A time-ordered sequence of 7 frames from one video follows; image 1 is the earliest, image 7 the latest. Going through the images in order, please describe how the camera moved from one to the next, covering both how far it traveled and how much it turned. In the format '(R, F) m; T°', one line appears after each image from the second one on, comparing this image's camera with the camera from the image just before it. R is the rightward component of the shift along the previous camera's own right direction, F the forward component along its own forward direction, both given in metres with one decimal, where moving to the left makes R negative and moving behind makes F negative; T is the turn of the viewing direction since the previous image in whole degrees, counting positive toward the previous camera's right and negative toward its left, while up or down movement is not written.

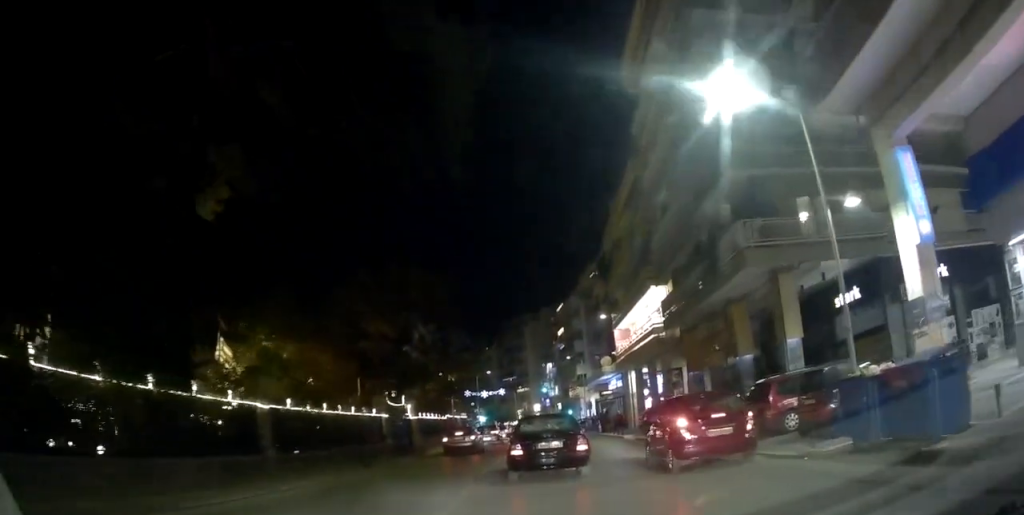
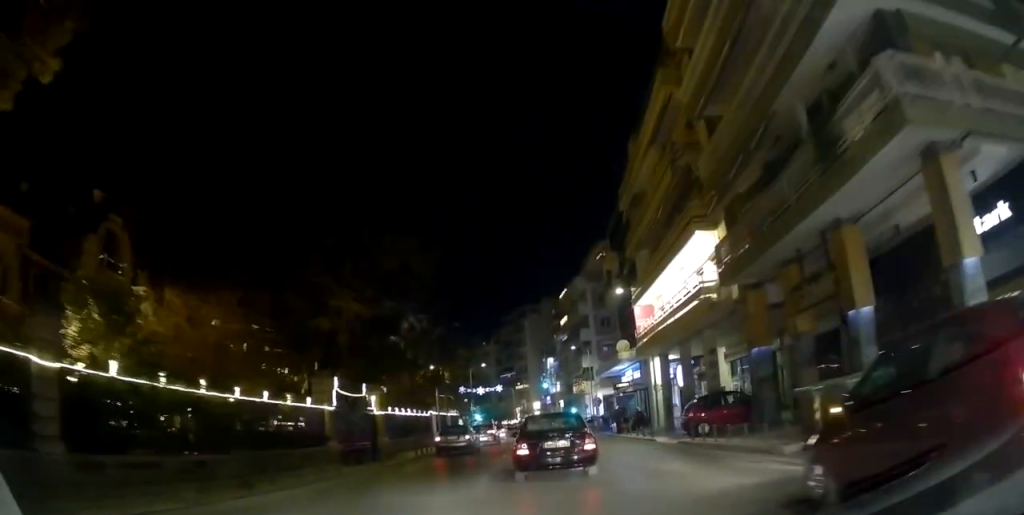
(0.0, +8.0) m; -1°
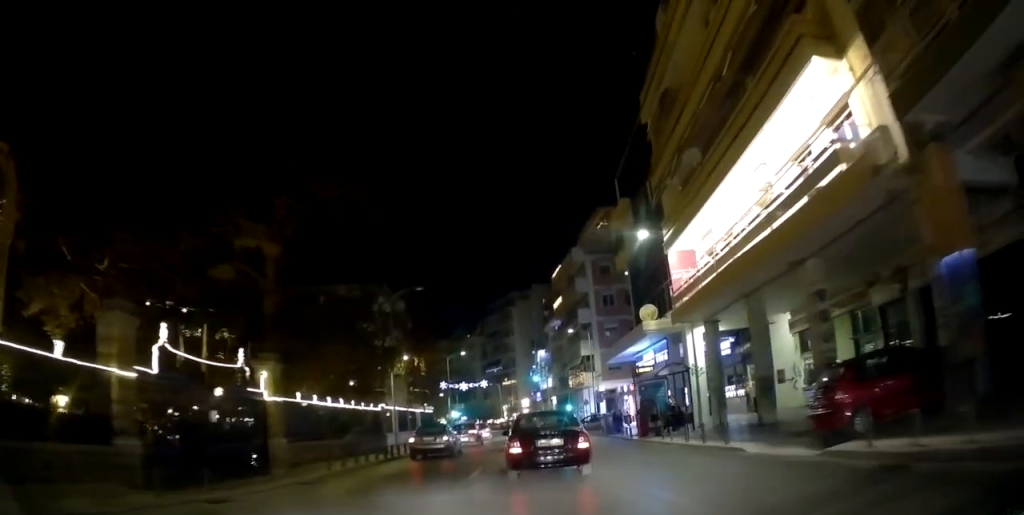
(-0.3, +10.7) m; -1°
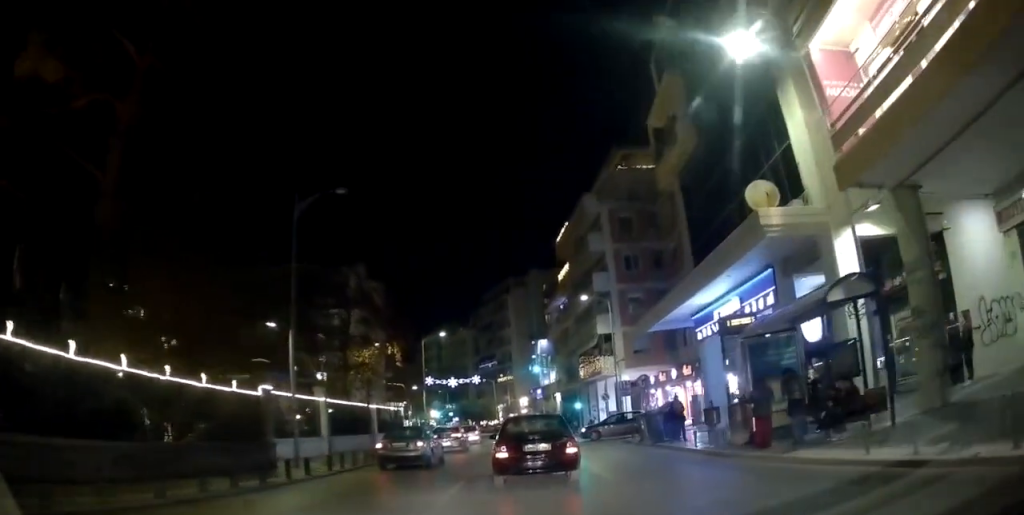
(-0.2, +13.4) m; +2°
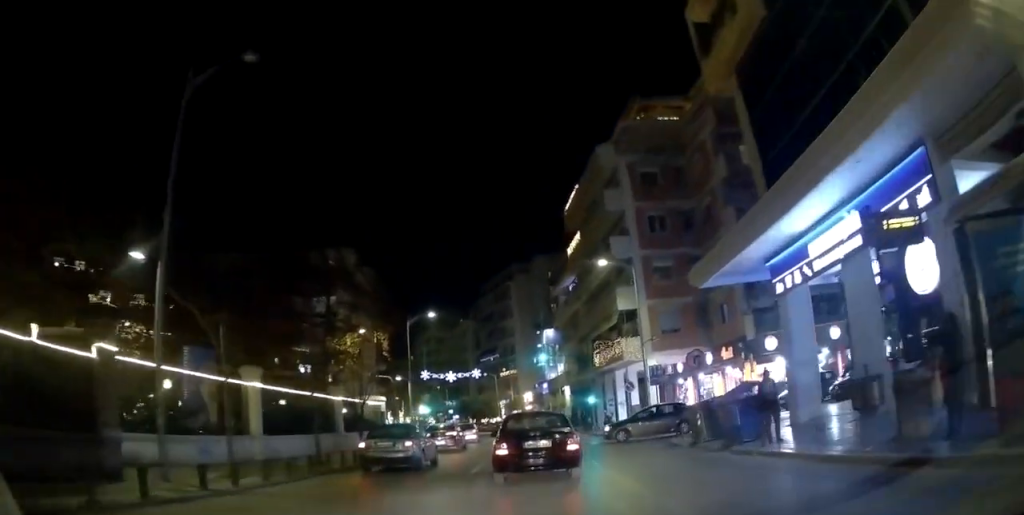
(+0.6, +7.4) m; +4°
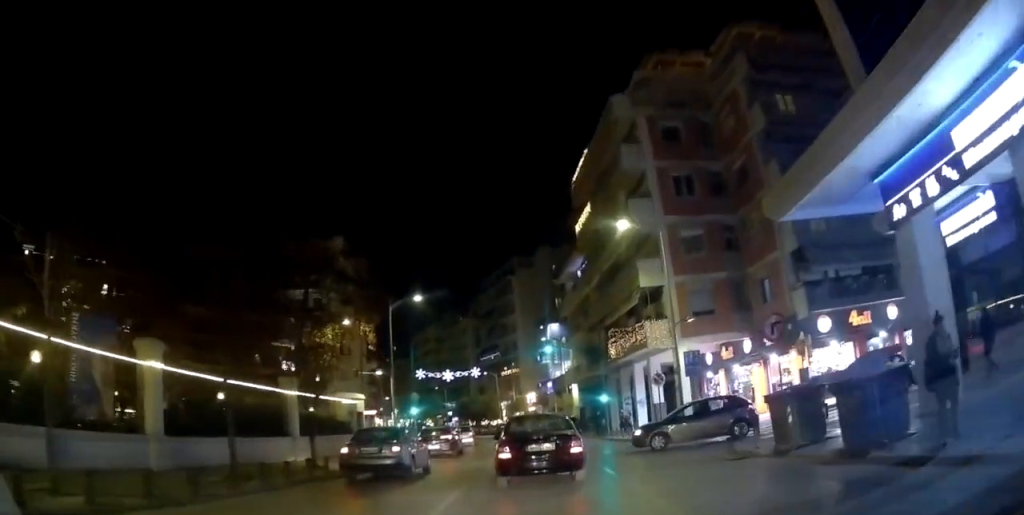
(+0.2, +6.1) m; +2°
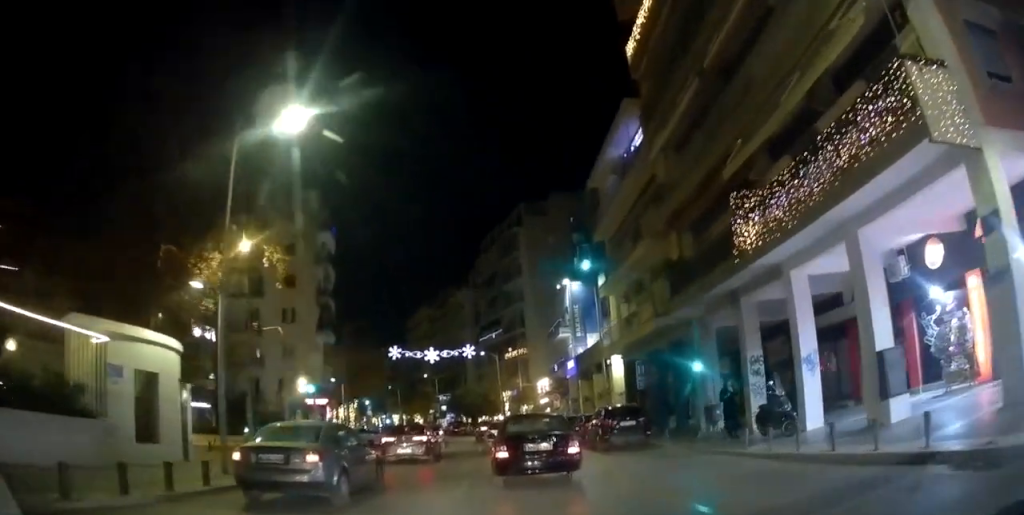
(+0.1, +21.5) m; -2°
